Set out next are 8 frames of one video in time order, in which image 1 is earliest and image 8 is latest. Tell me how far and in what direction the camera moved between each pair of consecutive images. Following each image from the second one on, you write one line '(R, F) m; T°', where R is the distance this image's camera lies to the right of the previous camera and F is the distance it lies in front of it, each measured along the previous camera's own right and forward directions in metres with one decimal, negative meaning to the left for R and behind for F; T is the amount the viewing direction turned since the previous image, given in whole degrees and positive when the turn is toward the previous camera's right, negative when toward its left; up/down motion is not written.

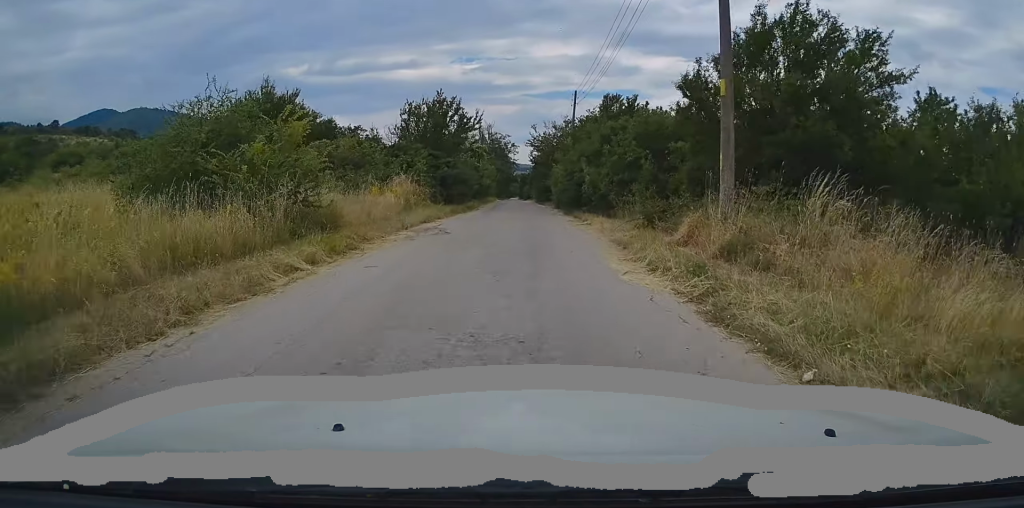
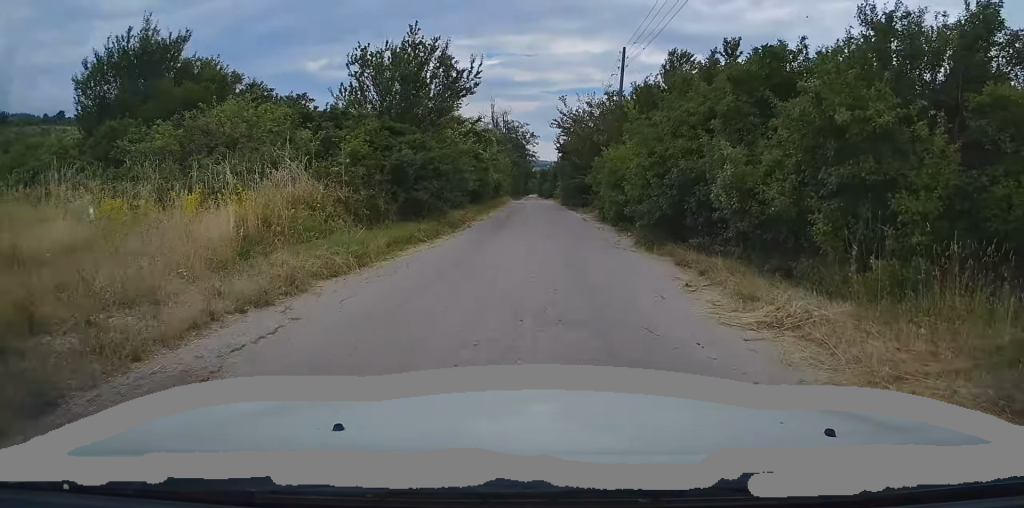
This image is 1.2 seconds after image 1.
(+0.1, +14.1) m; +1°
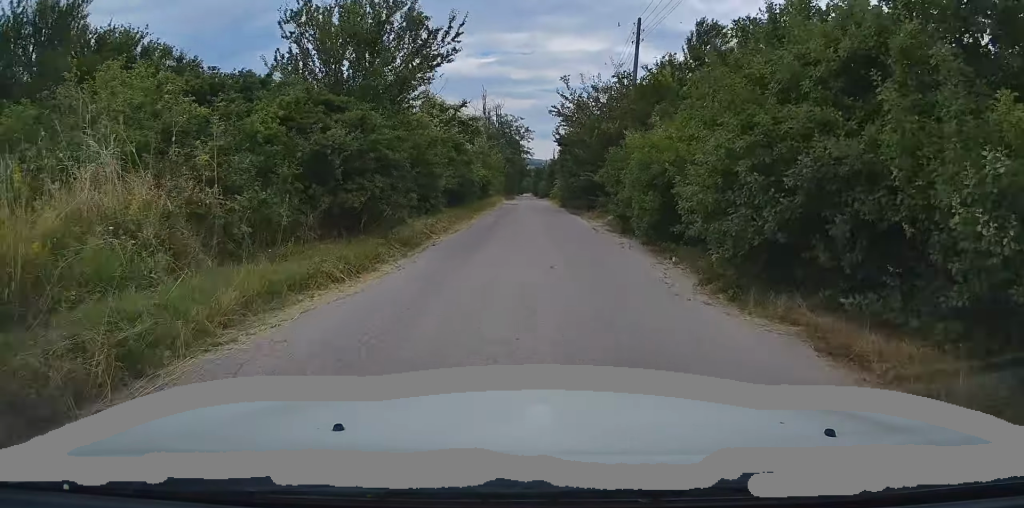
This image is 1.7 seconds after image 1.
(0.0, +5.3) m; 0°
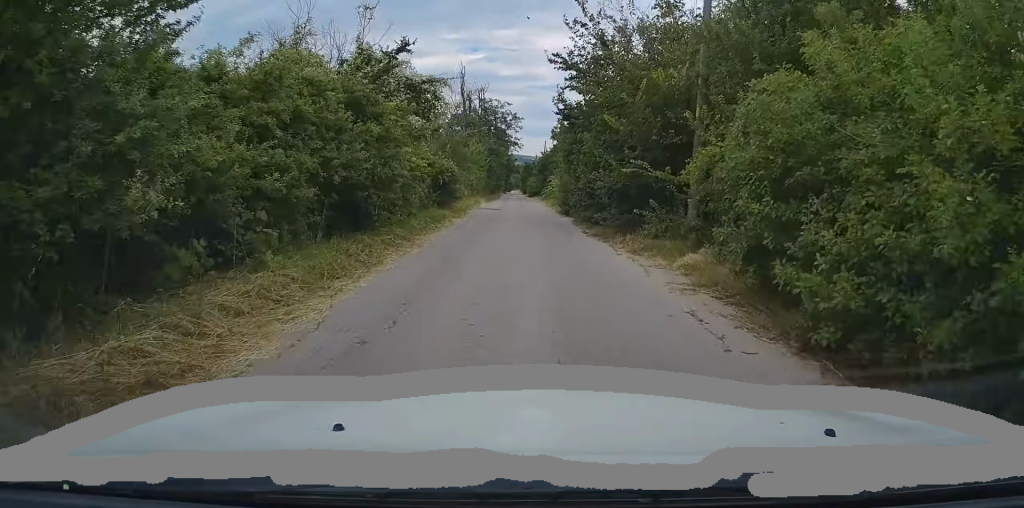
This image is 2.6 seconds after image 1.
(+0.1, +11.6) m; 0°
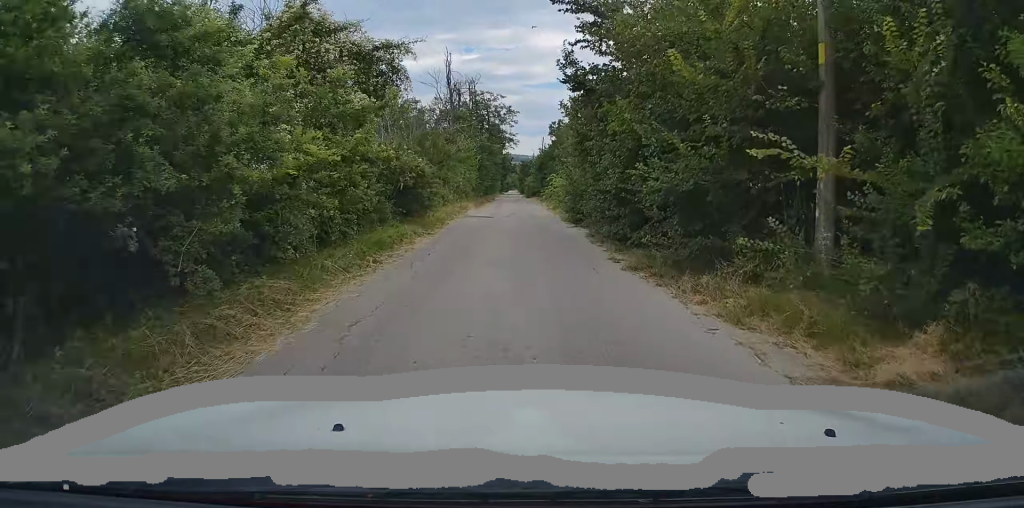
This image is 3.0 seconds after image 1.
(0.0, +6.0) m; -1°
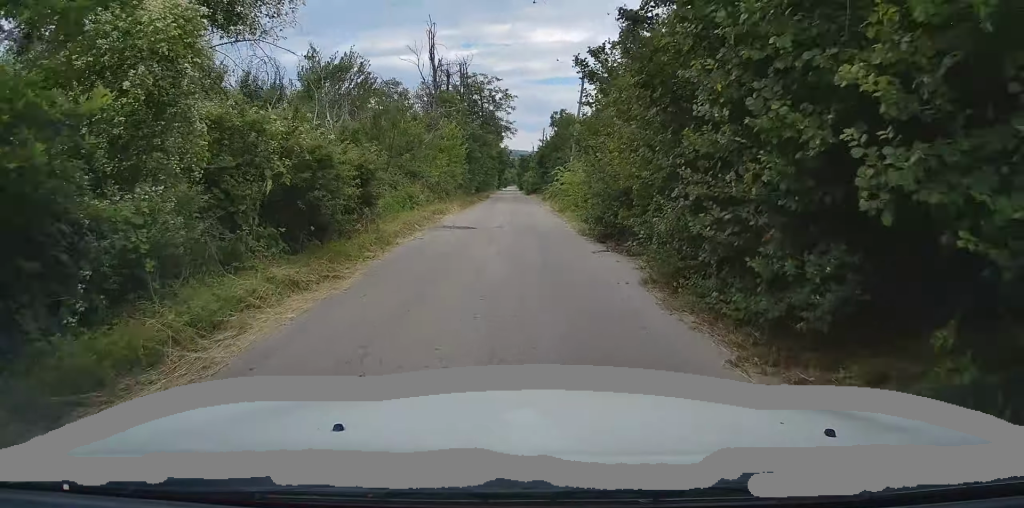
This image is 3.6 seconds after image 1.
(+0.1, +7.7) m; -1°
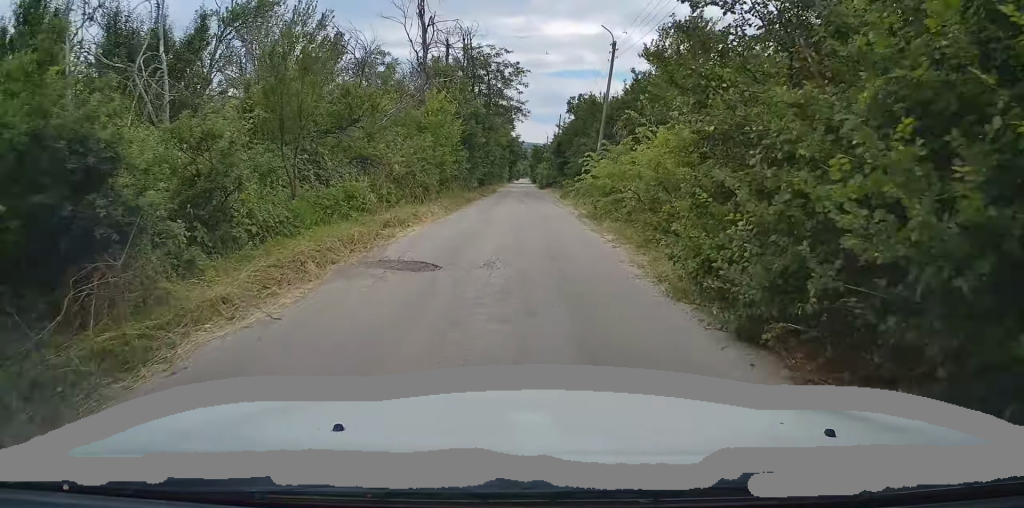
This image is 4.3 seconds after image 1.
(-0.2, +8.6) m; 0°
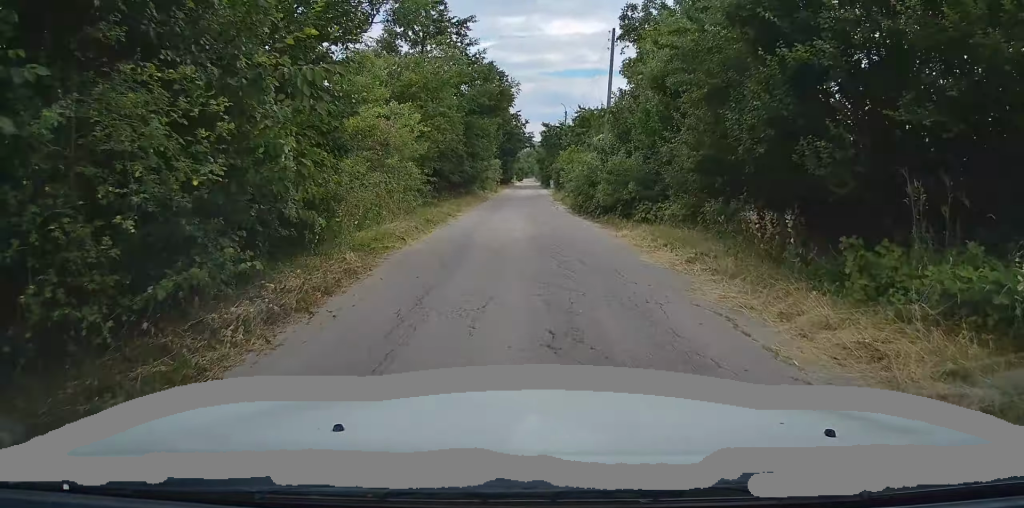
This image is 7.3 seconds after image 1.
(+0.4, +41.6) m; 0°
